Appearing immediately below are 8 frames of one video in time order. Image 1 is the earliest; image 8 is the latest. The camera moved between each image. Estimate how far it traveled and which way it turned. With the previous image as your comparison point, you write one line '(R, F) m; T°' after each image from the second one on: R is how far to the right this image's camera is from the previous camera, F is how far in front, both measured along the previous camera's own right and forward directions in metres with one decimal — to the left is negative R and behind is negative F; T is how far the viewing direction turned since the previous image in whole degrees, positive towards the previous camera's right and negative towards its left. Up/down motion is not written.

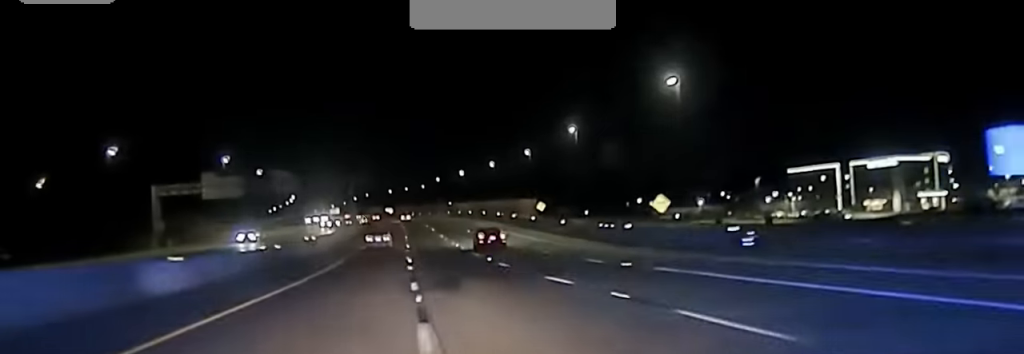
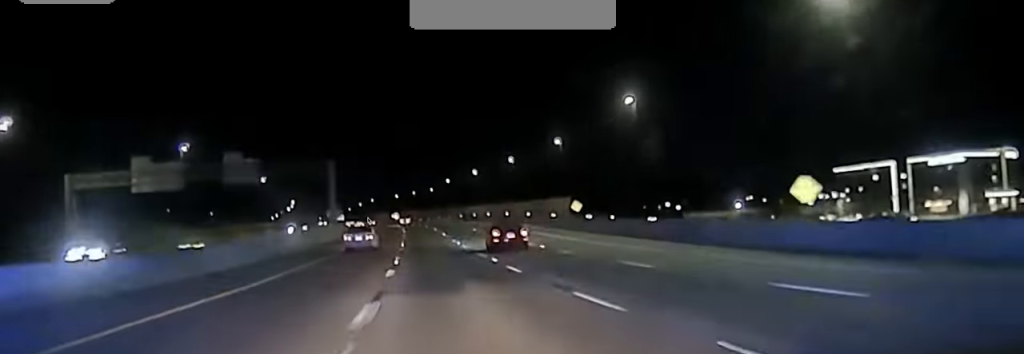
(0.0, +24.0) m; 0°
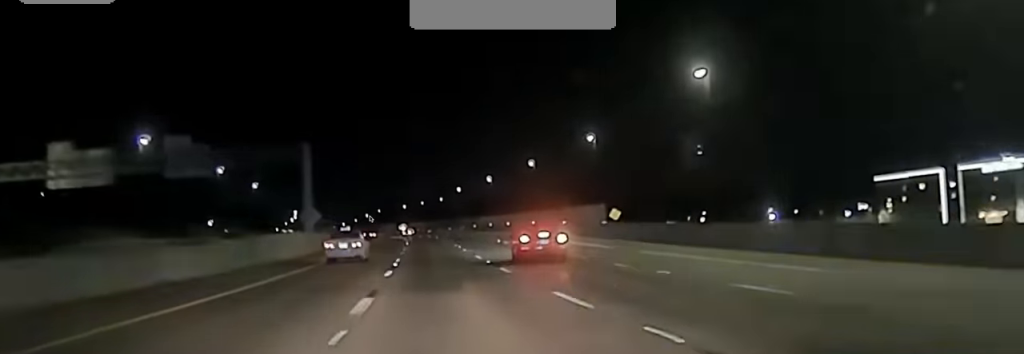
(-0.1, +19.4) m; 0°
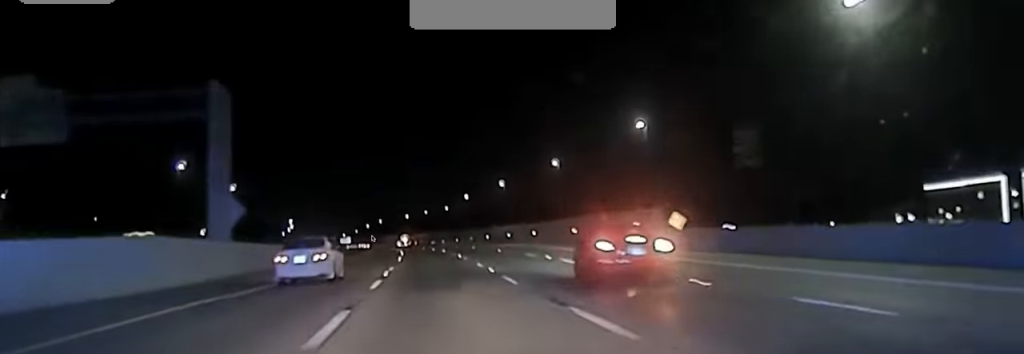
(-0.1, +22.7) m; -1°
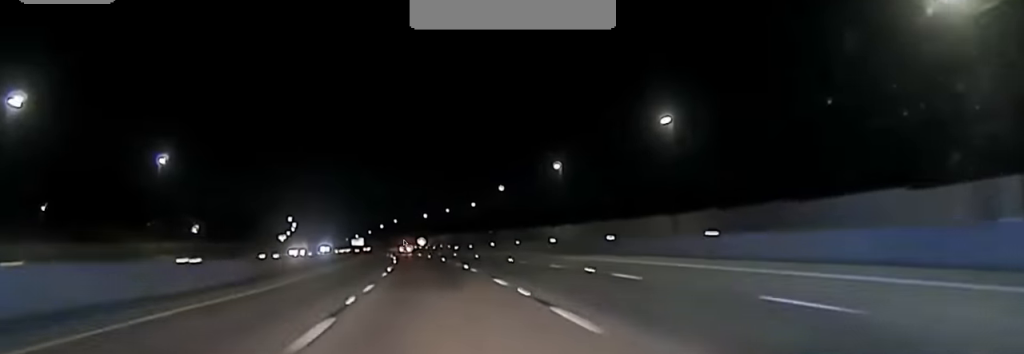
(-0.6, +57.2) m; -2°
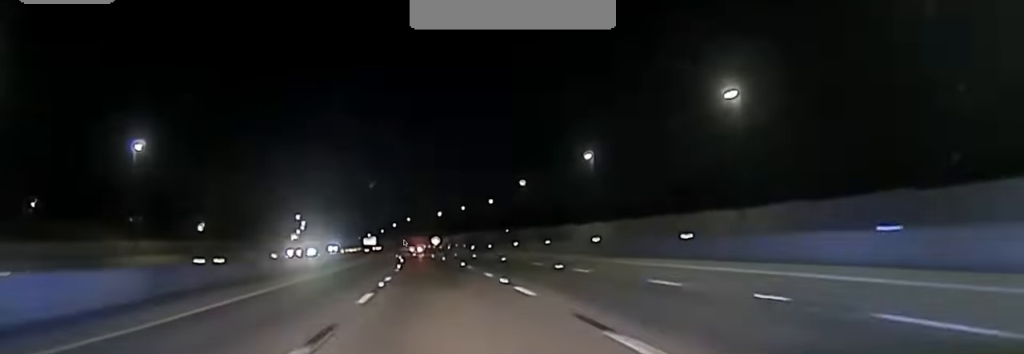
(+0.3, +18.9) m; -1°
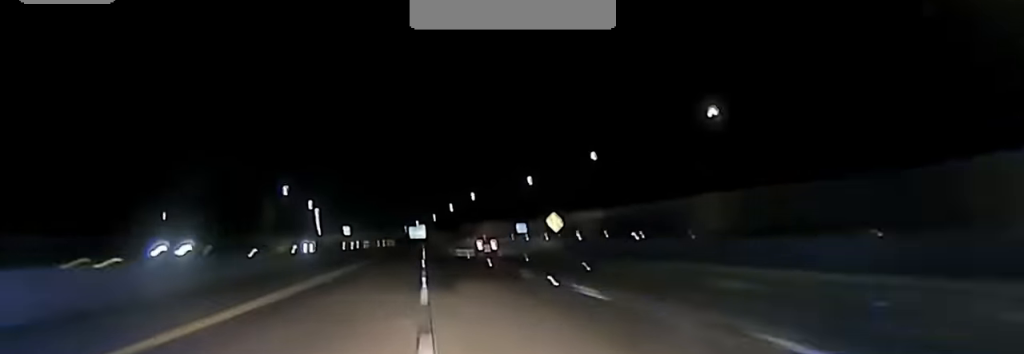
(-6.4, +163.3) m; -3°
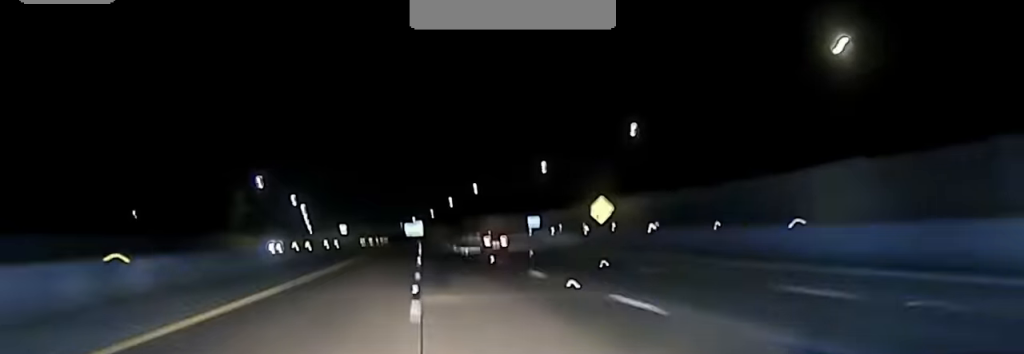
(-0.1, +25.6) m; 0°
